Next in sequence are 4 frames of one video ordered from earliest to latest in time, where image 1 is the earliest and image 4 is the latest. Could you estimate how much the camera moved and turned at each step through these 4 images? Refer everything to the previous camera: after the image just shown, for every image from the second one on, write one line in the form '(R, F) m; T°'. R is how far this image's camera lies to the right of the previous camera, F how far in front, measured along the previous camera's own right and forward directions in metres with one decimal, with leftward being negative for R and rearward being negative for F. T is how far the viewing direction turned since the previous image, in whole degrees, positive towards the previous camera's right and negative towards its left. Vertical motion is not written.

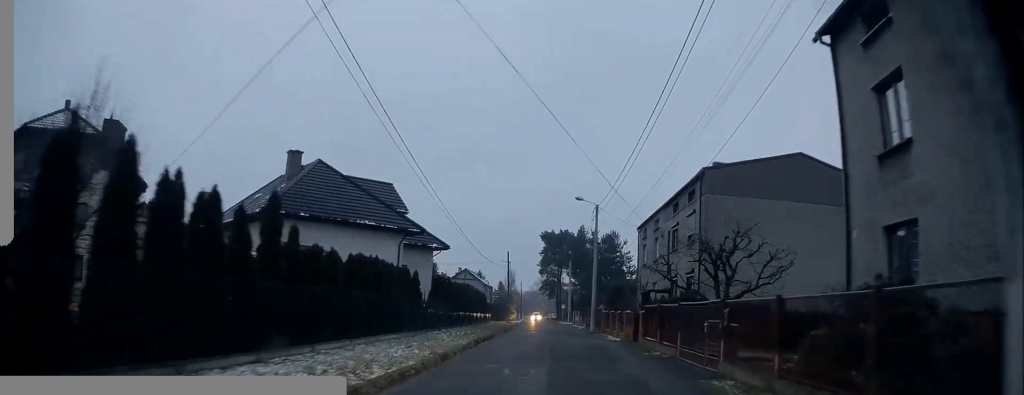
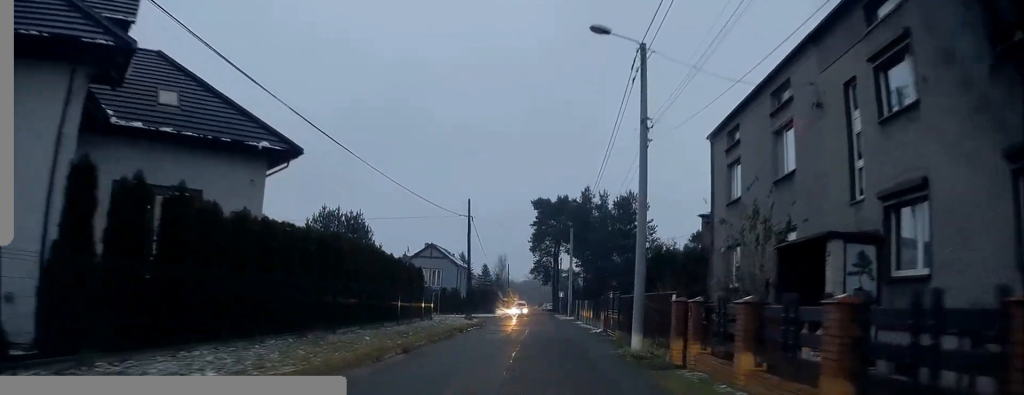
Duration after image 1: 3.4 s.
(-0.9, +24.6) m; -2°
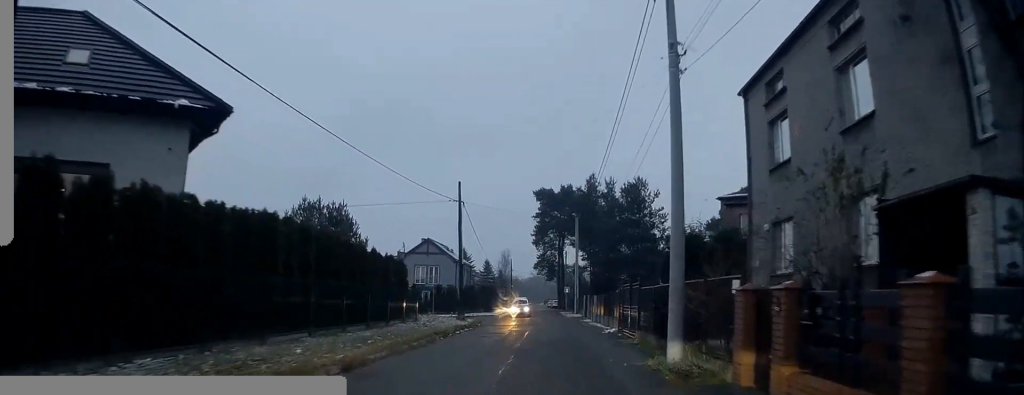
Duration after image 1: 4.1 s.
(-0.1, +4.6) m; +1°
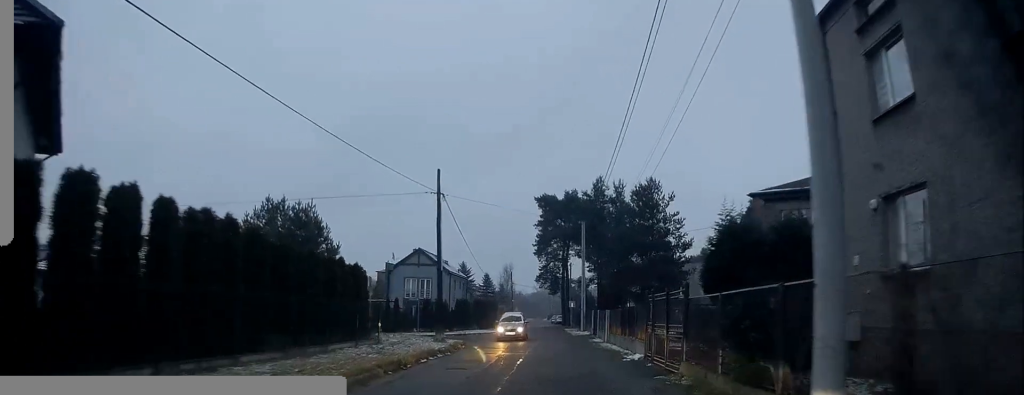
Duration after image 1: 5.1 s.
(+0.3, +6.5) m; 0°
